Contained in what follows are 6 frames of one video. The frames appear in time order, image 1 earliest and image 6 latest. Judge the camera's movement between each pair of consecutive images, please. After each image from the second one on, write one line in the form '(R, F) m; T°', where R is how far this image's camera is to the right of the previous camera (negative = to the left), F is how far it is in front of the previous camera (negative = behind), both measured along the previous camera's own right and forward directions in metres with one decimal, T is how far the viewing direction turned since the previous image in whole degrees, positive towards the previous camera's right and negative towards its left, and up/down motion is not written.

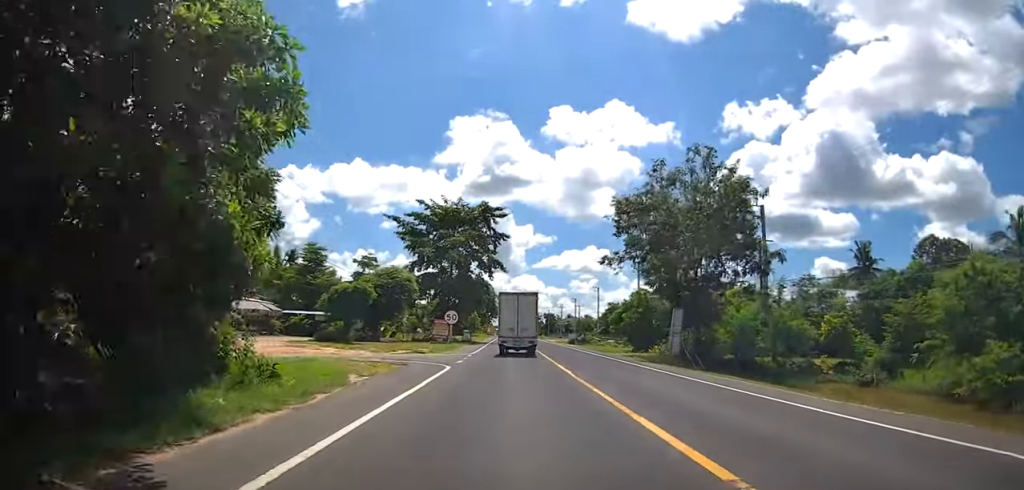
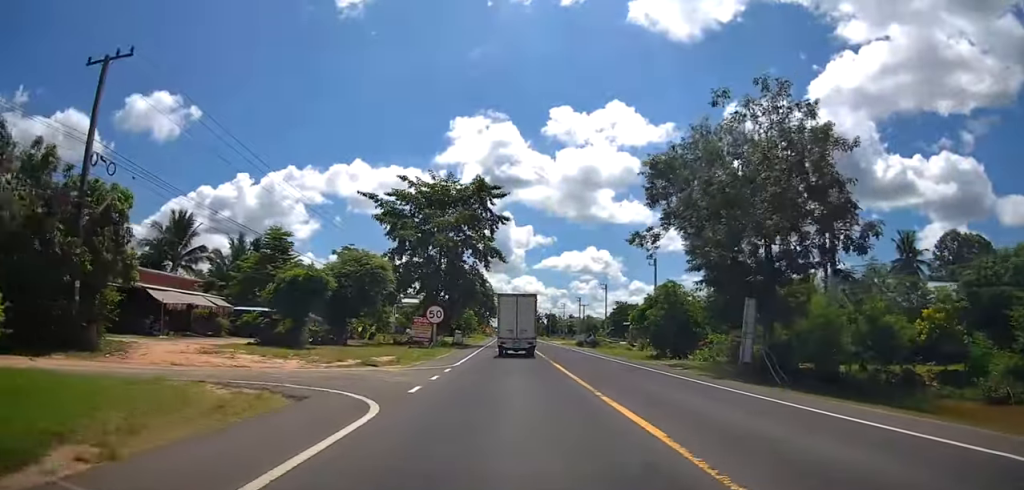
(+0.5, +10.0) m; 0°
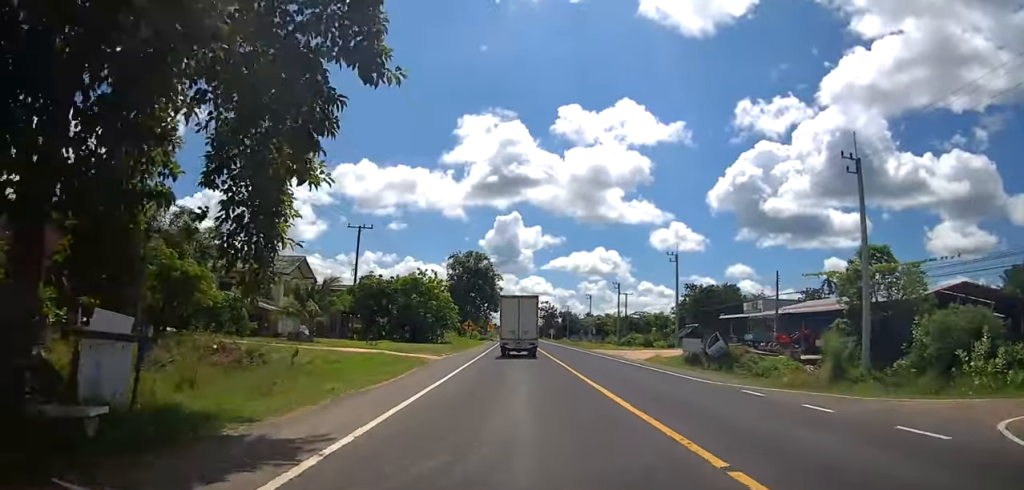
(-1.2, +45.3) m; 0°
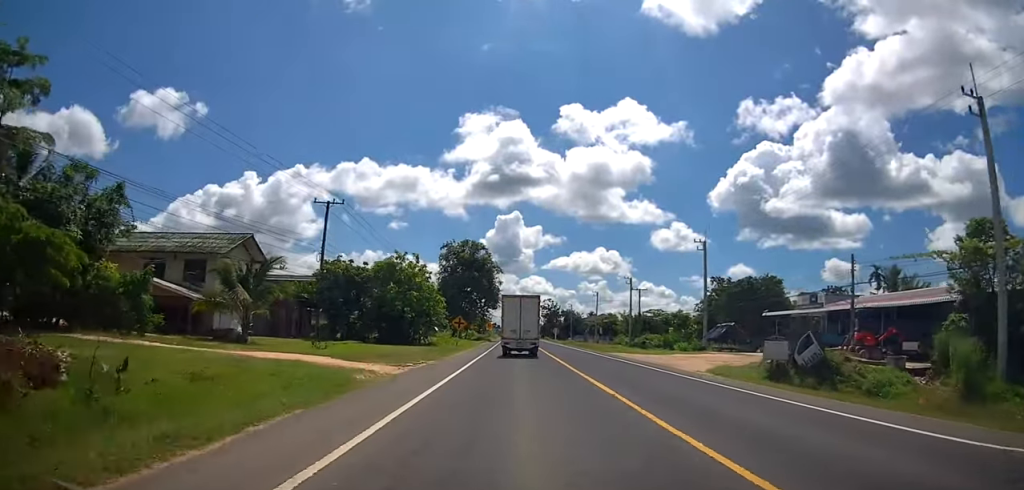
(+0.5, +10.2) m; 0°
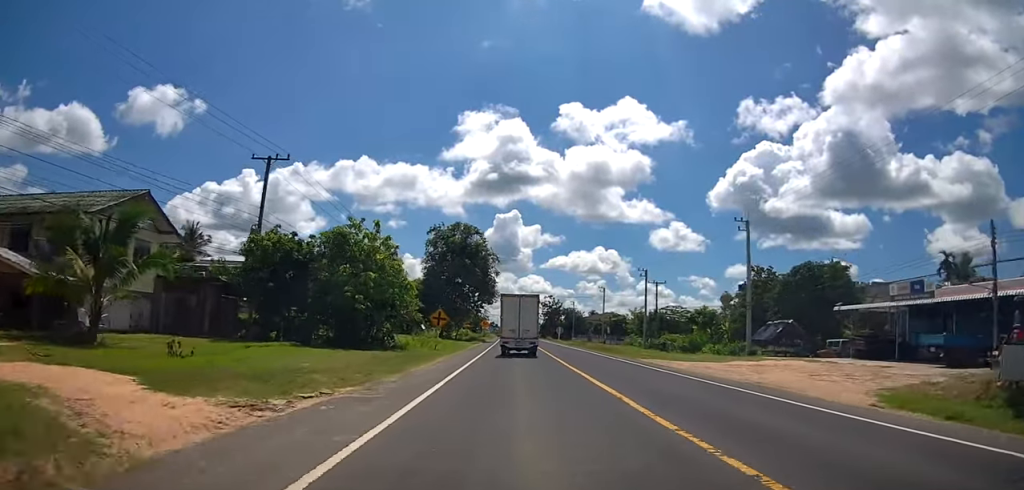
(-0.2, +11.6) m; -1°
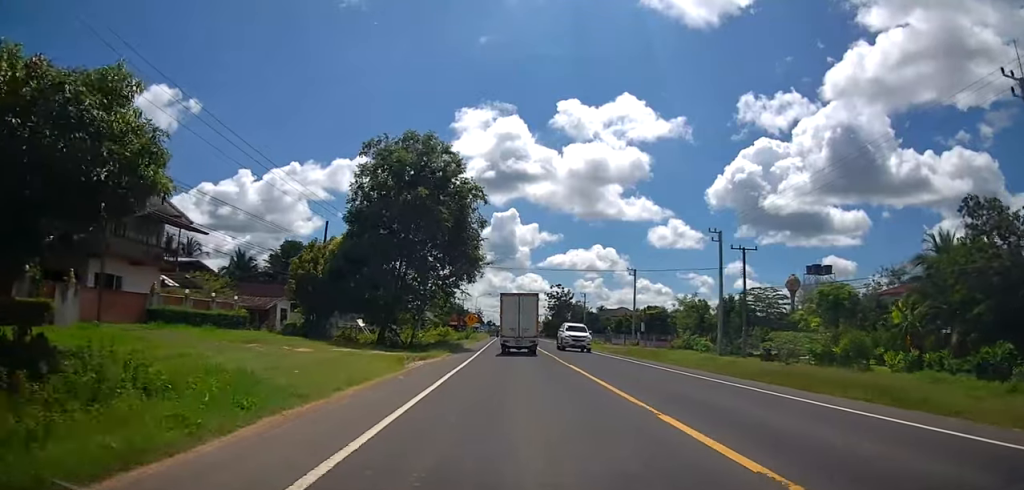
(-0.4, +31.0) m; +1°
